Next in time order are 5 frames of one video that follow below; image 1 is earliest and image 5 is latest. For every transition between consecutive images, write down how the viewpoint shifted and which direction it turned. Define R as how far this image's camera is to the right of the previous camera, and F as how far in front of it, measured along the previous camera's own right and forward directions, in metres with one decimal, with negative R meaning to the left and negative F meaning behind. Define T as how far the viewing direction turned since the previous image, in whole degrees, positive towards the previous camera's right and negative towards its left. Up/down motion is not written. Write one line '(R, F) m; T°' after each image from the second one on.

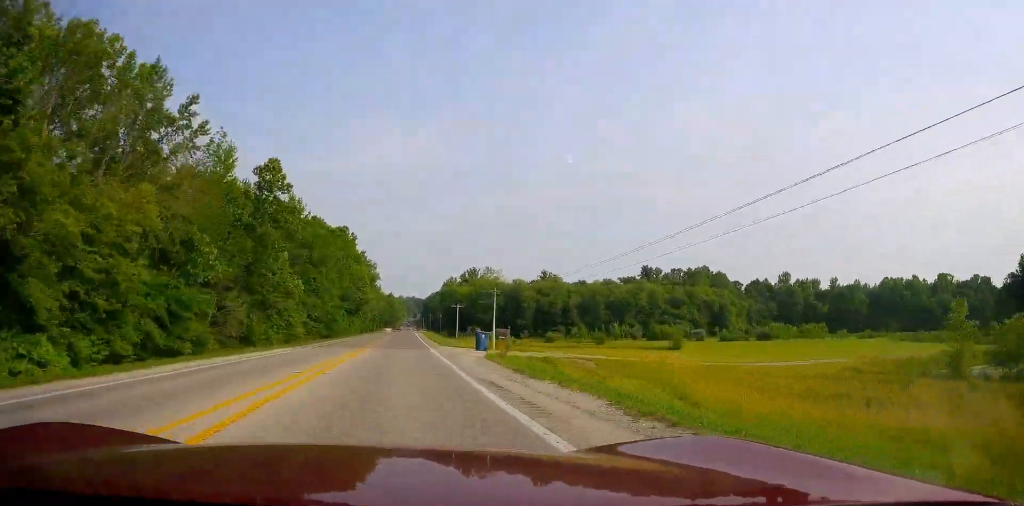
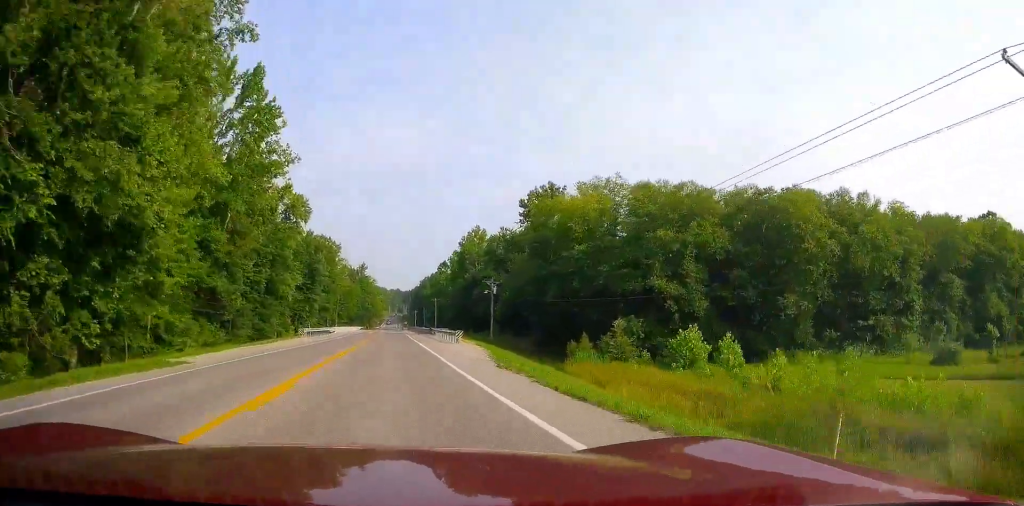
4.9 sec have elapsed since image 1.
(+0.4, +144.1) m; 0°
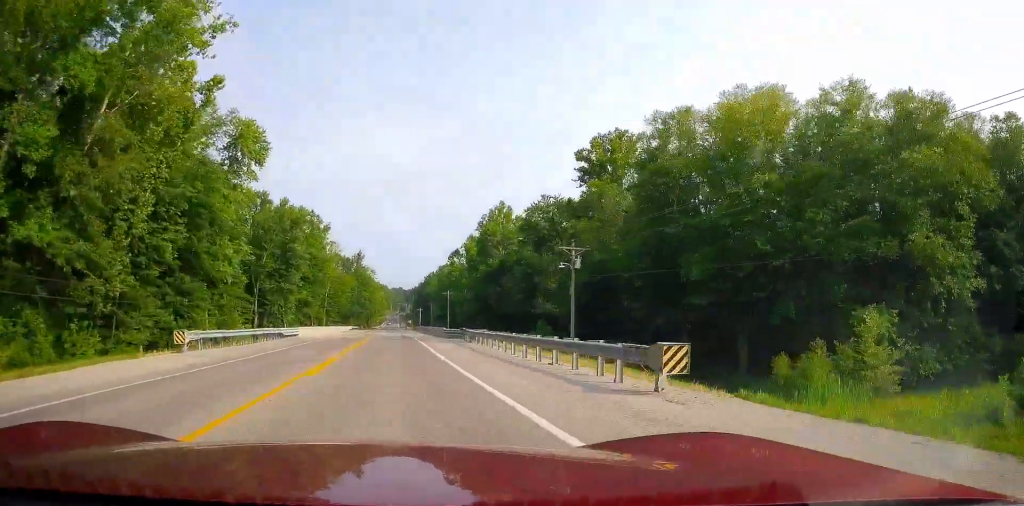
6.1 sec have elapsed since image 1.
(+0.2, +32.5) m; 0°
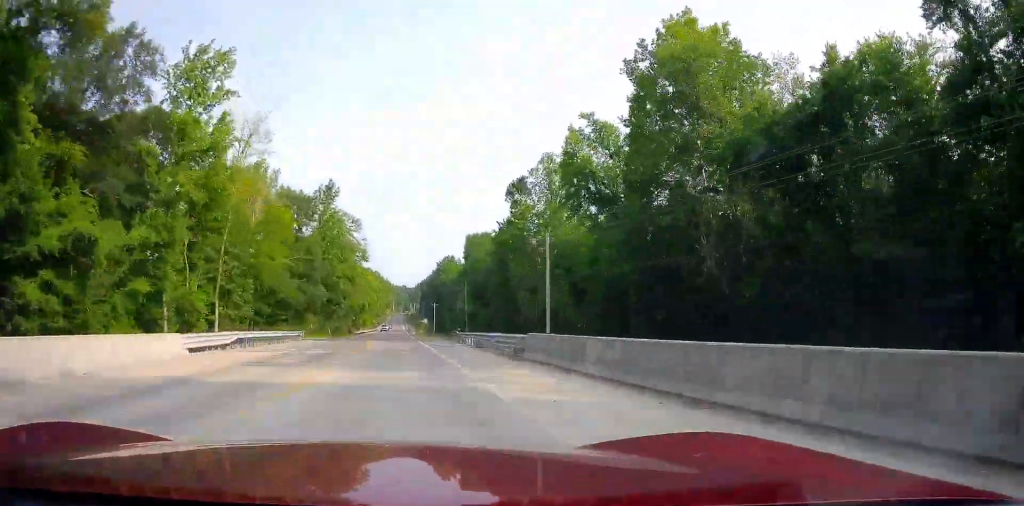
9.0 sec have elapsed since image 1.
(+0.1, +82.1) m; 0°
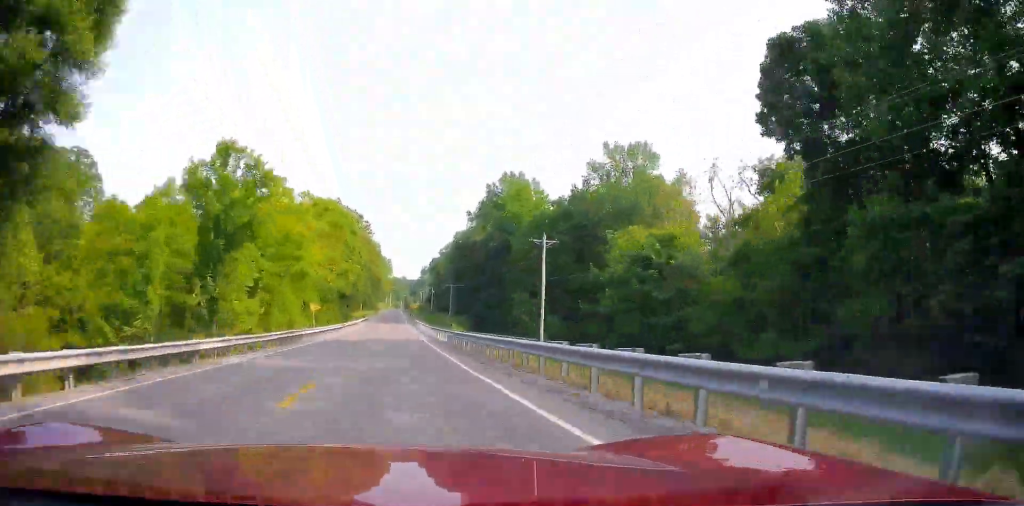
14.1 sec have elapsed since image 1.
(-0.3, +138.9) m; 0°
